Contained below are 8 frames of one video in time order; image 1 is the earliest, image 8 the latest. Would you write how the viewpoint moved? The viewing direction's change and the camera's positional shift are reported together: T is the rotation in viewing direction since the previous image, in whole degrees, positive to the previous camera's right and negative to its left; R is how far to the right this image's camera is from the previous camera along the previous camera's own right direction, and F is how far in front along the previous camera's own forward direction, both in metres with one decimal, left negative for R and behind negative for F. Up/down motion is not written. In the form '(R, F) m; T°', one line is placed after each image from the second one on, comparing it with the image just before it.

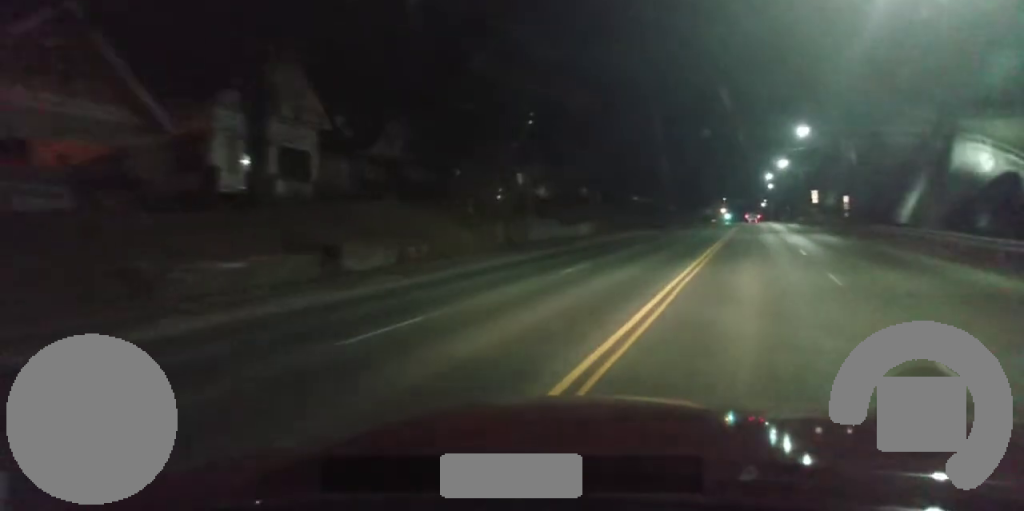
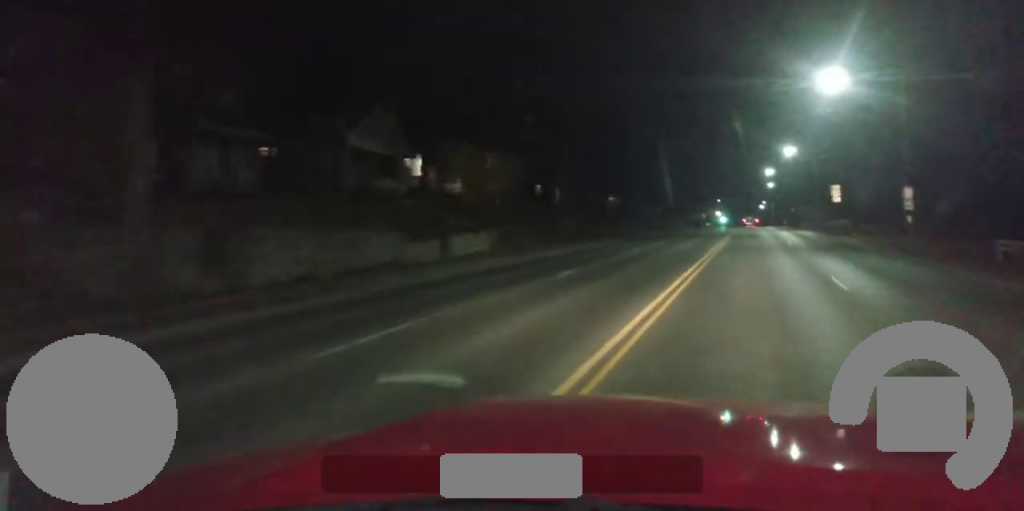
(+0.2, +26.0) m; 0°
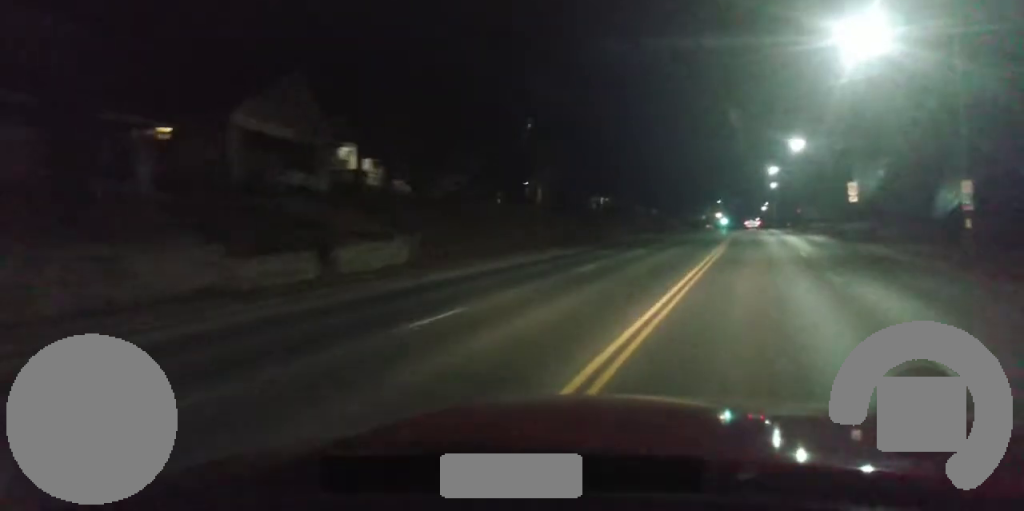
(0.0, +9.8) m; 0°
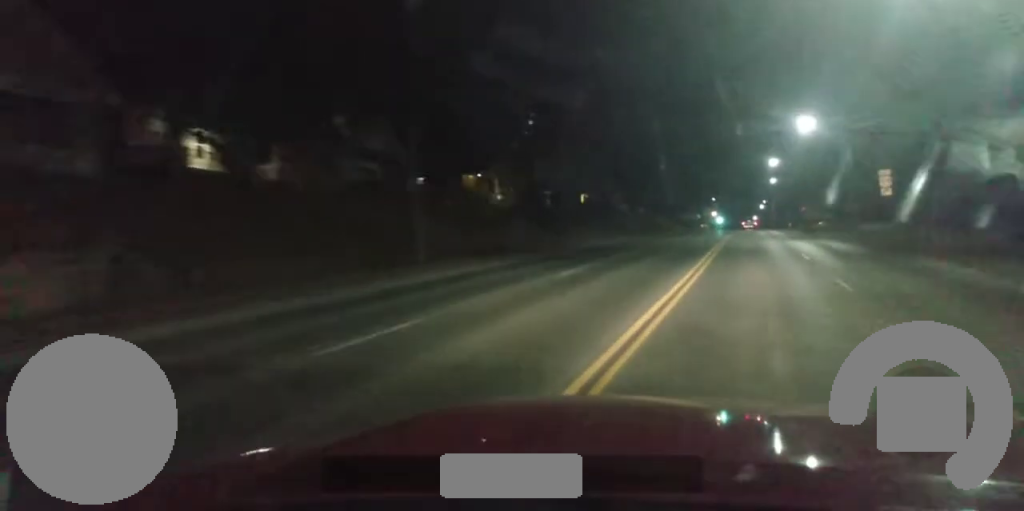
(-0.2, +14.8) m; 0°
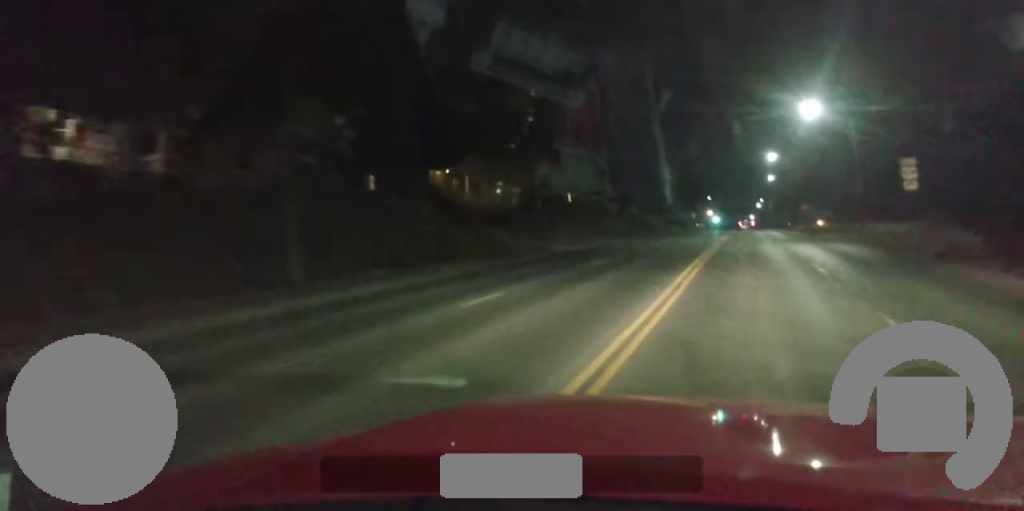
(+0.1, +7.3) m; 0°
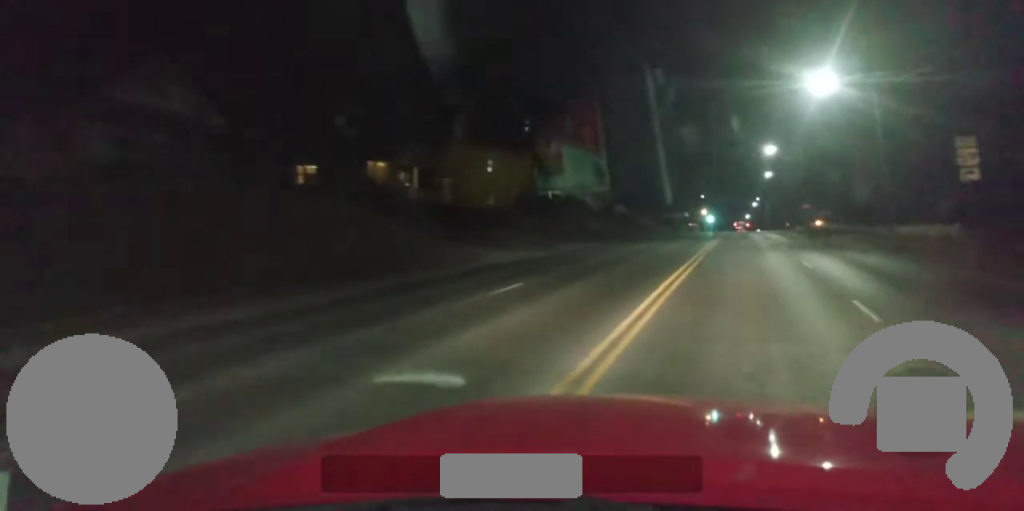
(+0.1, +10.2) m; 0°
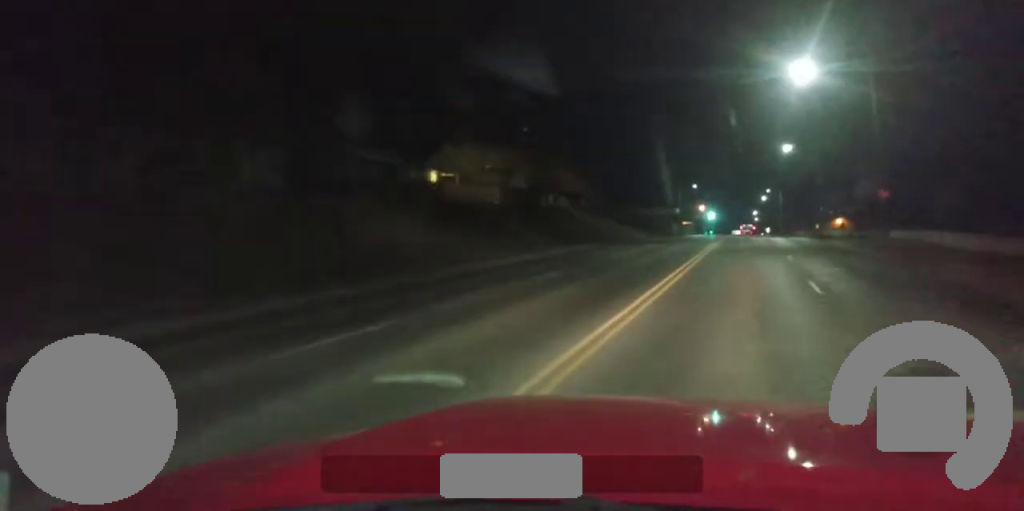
(+0.4, +46.0) m; +1°
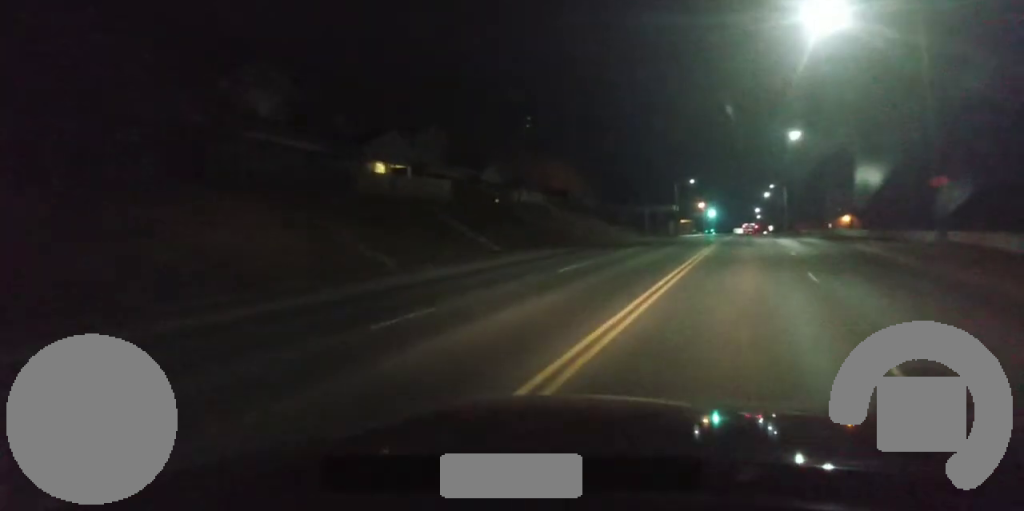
(0.0, +10.7) m; 0°
